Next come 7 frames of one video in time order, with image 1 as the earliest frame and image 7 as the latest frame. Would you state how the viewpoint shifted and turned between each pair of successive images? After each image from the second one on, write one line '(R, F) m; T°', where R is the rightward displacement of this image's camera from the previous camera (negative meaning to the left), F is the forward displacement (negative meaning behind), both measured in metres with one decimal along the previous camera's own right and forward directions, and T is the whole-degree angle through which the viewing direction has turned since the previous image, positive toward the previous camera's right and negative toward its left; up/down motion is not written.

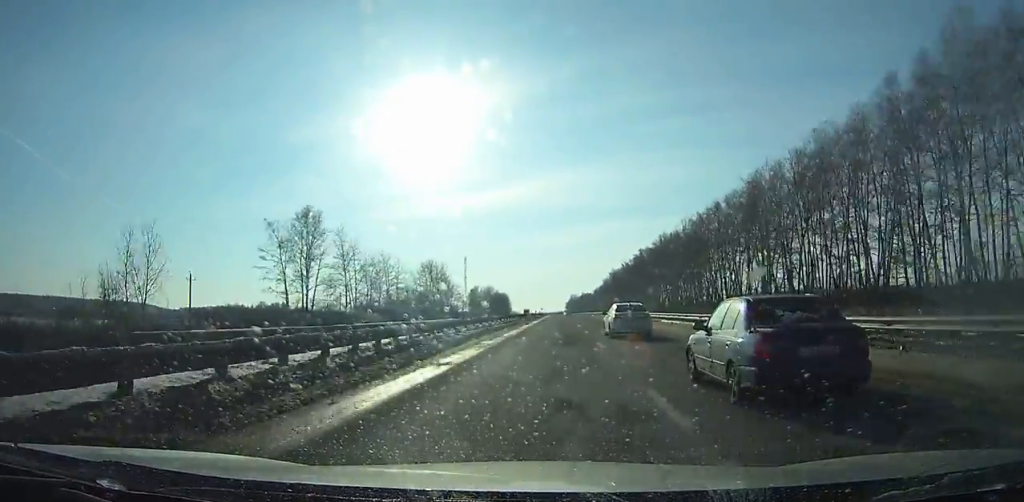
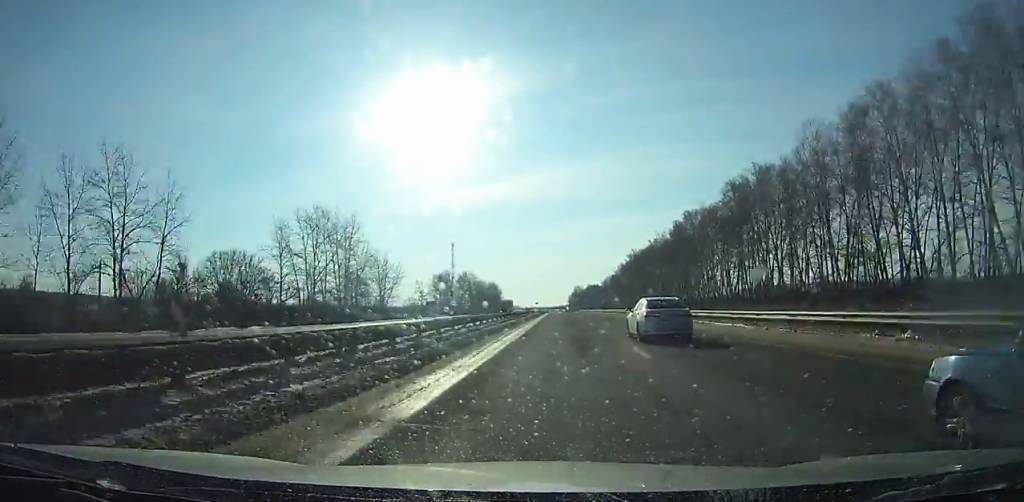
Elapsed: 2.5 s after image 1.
(-0.1, +75.8) m; 0°
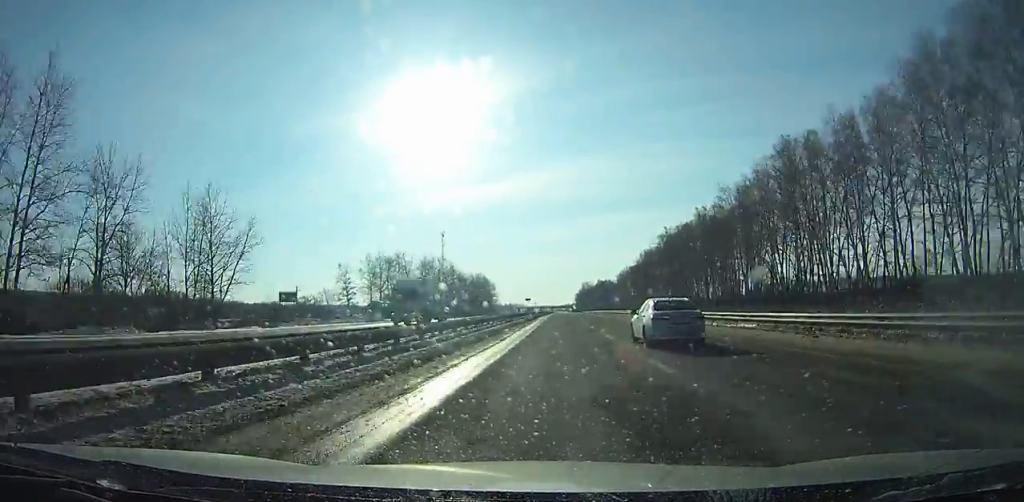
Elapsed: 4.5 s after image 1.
(0.0, +61.1) m; 0°
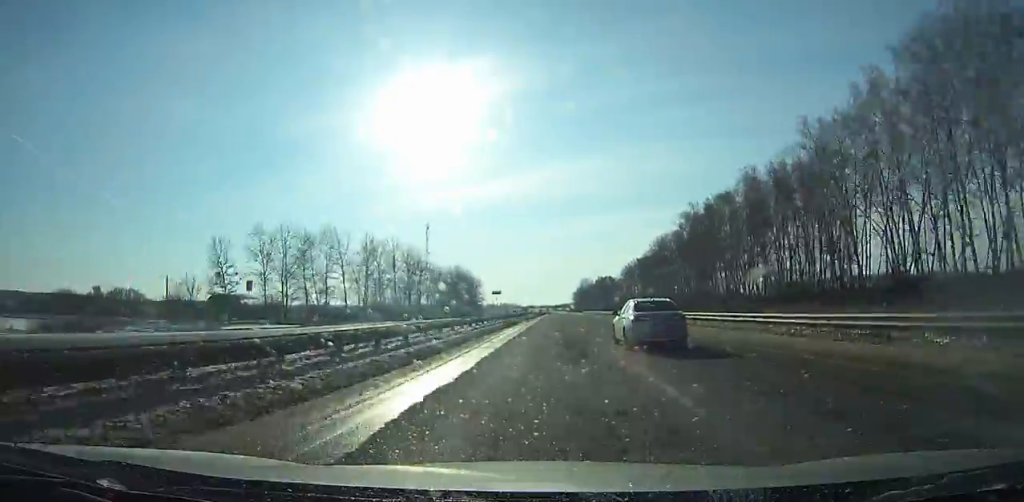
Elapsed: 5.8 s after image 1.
(0.0, +40.0) m; 0°
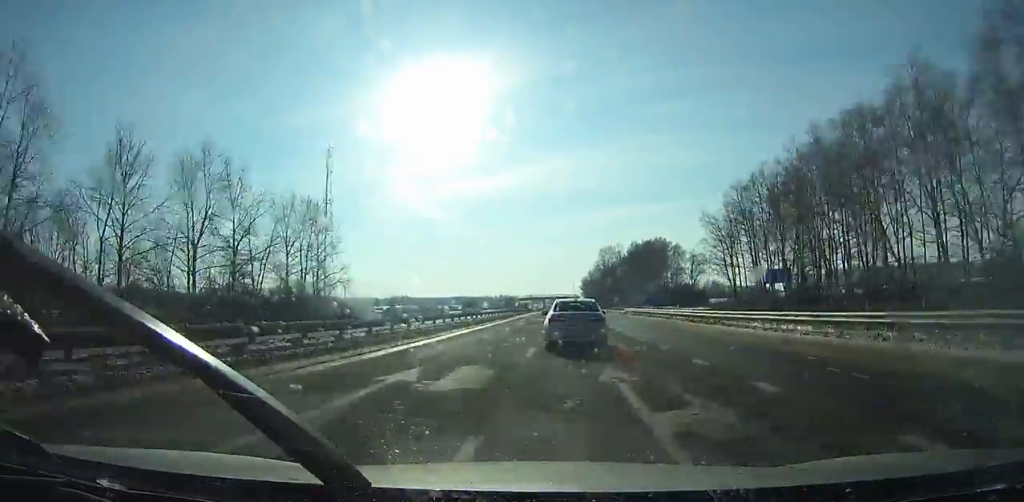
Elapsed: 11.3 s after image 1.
(-0.3, +168.5) m; -1°
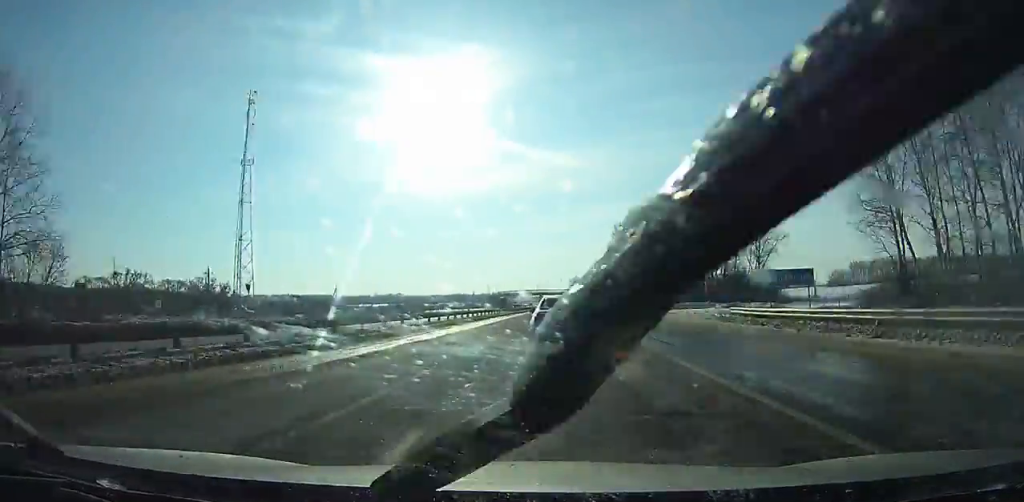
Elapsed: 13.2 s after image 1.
(-0.3, +57.8) m; 0°
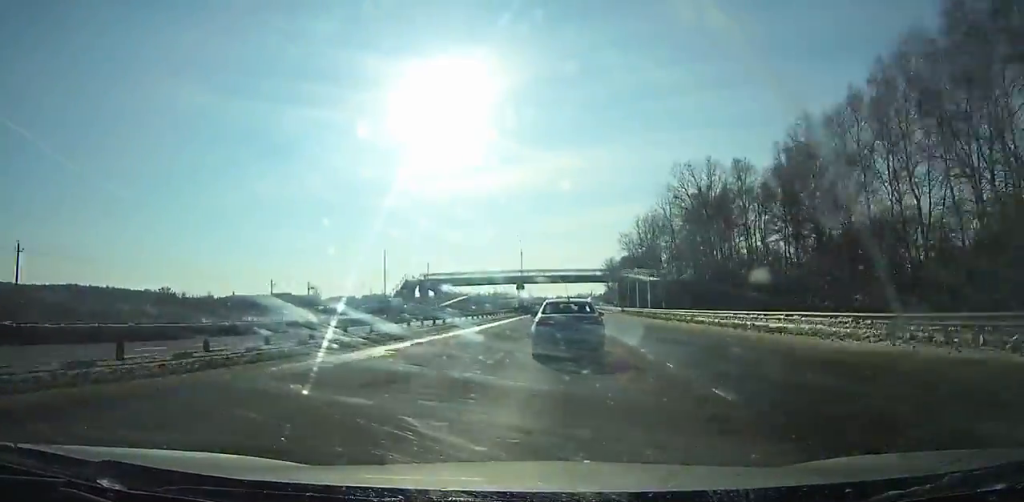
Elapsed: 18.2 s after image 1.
(-0.4, +150.2) m; 0°
